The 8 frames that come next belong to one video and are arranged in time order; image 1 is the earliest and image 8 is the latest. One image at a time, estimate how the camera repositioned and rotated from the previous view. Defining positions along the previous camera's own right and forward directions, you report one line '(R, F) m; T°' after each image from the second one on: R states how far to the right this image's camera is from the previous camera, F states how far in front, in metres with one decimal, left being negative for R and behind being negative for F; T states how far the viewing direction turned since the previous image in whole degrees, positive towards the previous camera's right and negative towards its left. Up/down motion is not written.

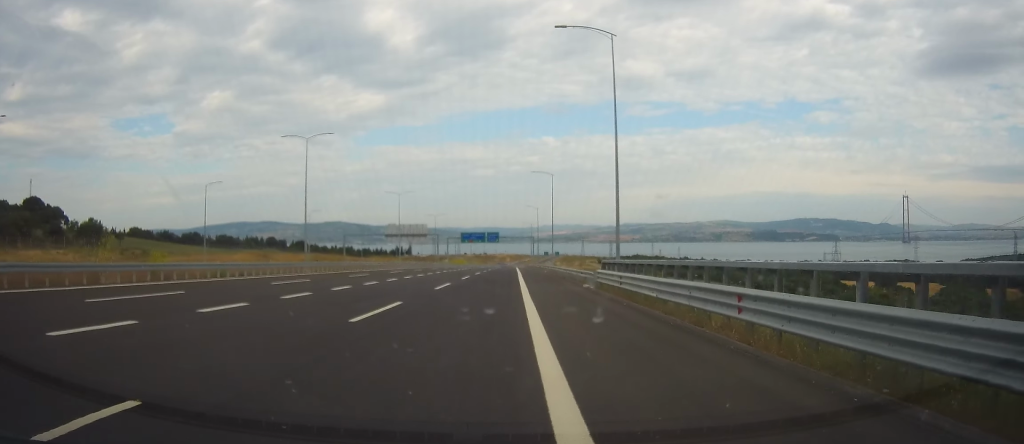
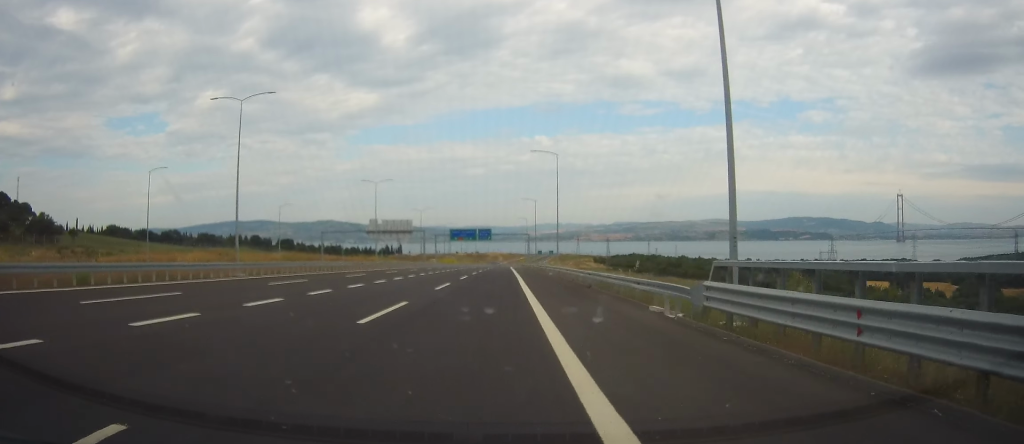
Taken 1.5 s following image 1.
(-0.1, +12.3) m; -2°
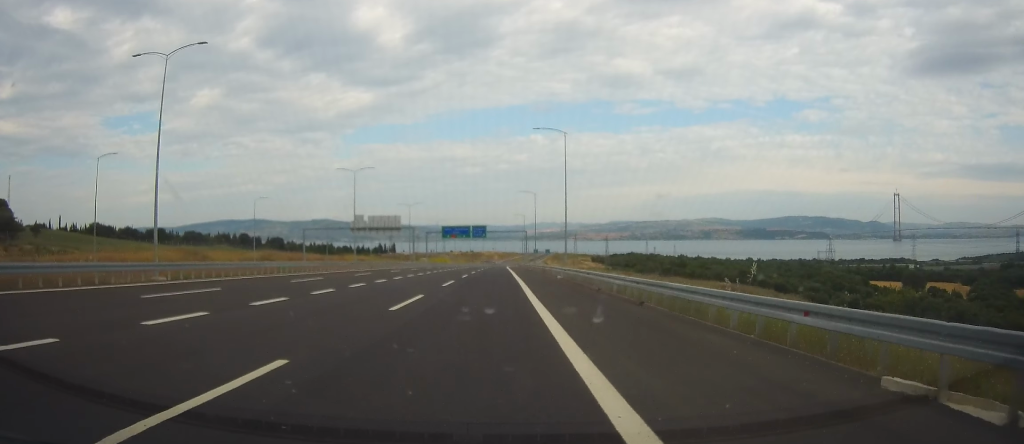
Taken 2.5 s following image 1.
(-0.3, +9.1) m; -3°
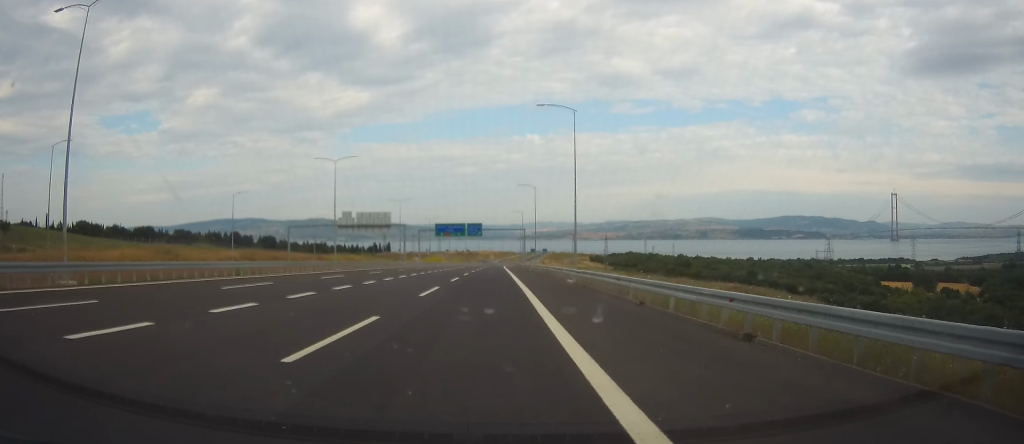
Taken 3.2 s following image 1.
(-0.2, +7.0) m; -1°
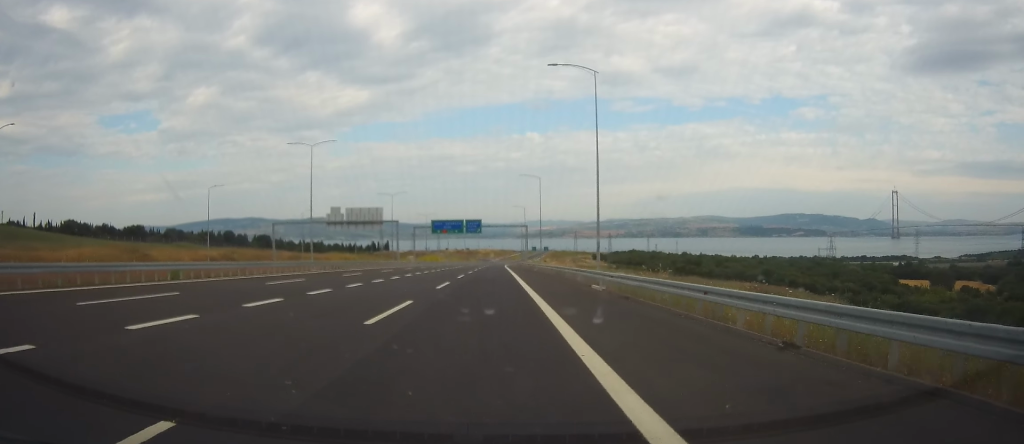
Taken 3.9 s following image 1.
(+0.1, +8.1) m; -1°
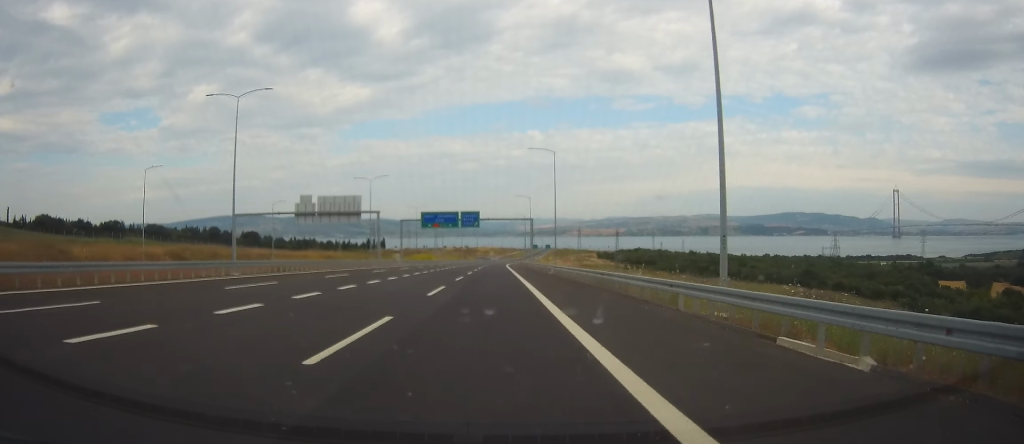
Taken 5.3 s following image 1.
(-0.4, +18.0) m; 0°
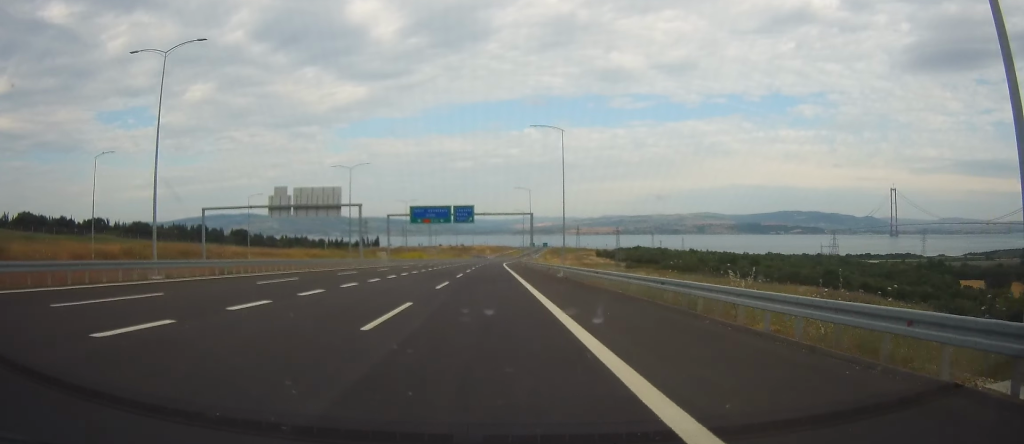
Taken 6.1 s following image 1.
(+0.4, +10.6) m; +2°
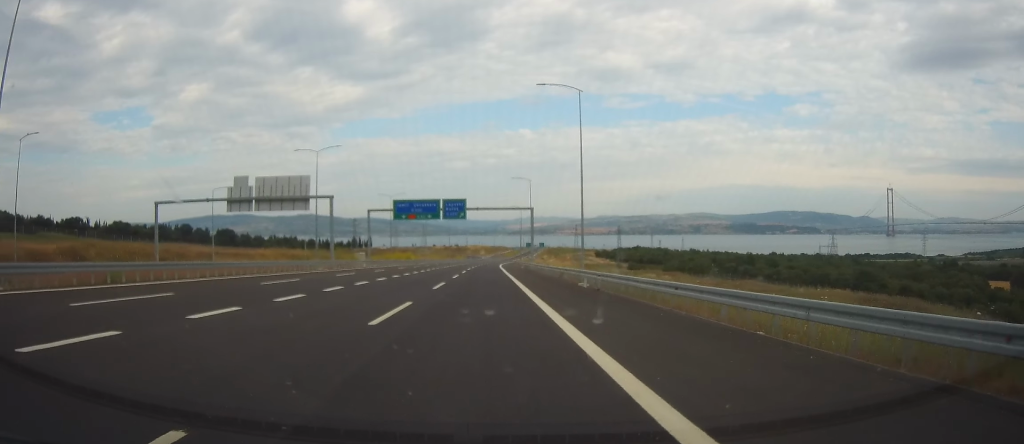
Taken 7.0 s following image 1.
(+0.1, +13.2) m; 0°
